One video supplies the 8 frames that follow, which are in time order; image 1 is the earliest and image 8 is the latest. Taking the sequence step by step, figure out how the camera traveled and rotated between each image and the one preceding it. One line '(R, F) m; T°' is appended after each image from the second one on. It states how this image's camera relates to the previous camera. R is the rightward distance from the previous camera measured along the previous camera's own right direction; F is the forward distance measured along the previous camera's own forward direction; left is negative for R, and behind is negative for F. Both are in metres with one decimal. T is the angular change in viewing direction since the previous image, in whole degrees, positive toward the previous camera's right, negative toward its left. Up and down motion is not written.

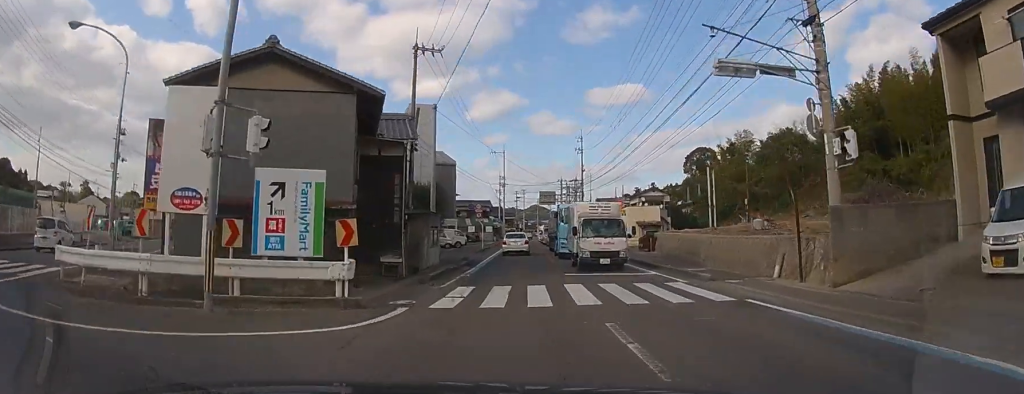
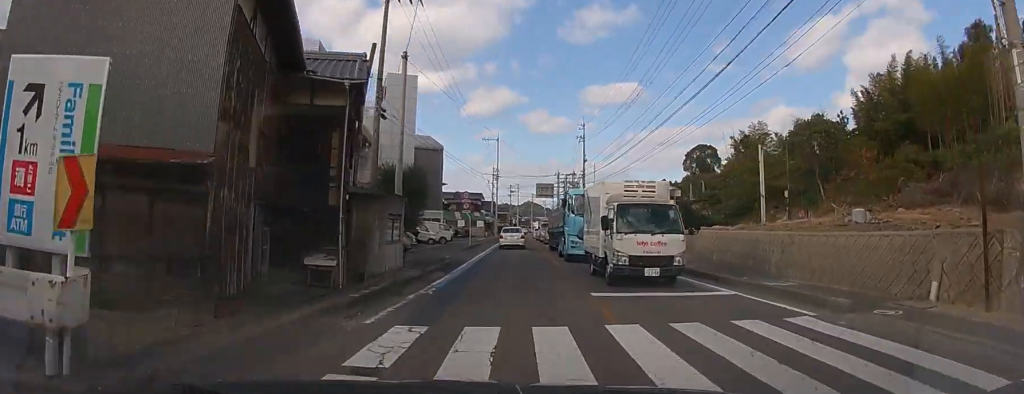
(+0.2, +6.2) m; +1°
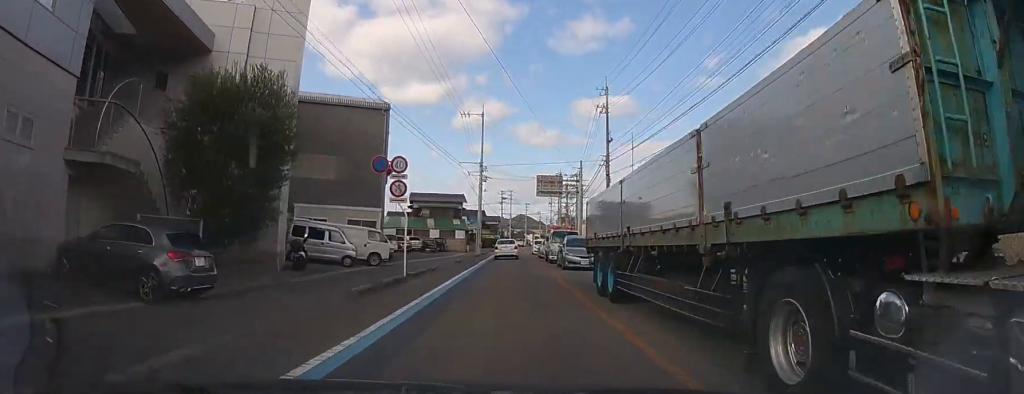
(+0.4, +19.9) m; +2°
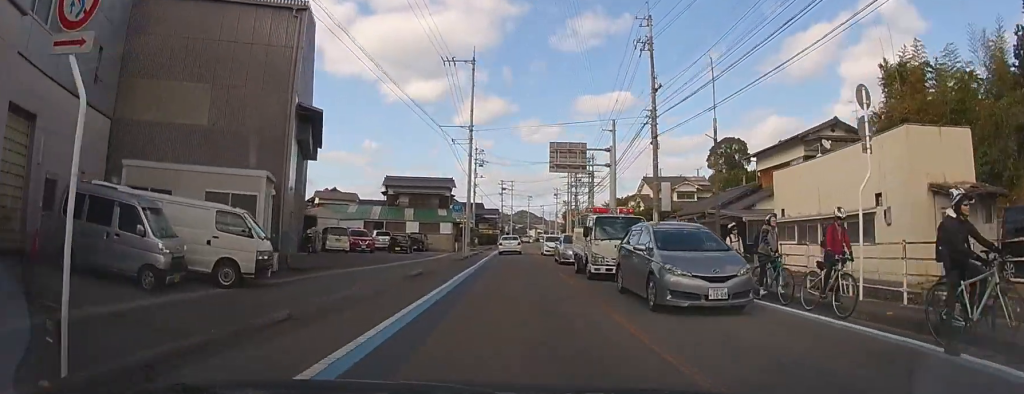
(0.0, +13.6) m; 0°
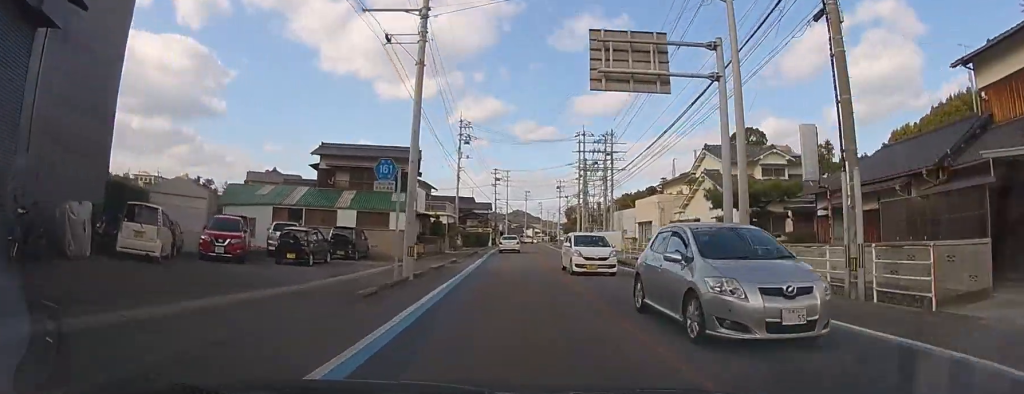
(0.0, +17.4) m; 0°
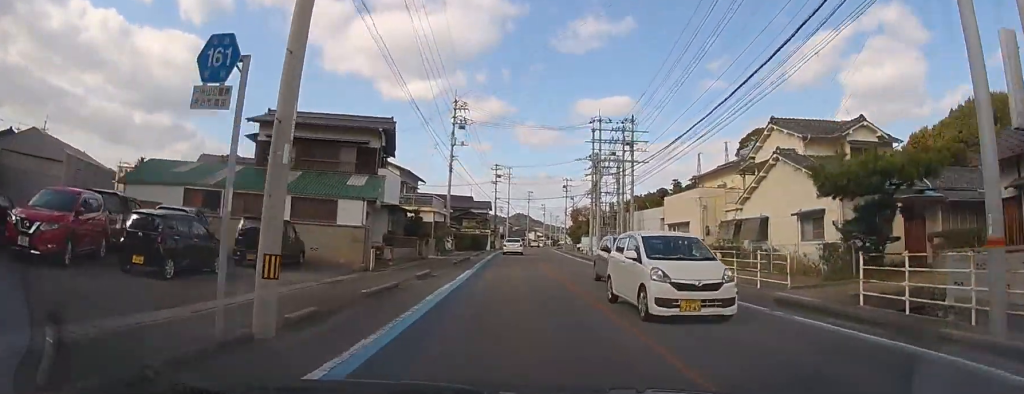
(0.0, +9.3) m; 0°
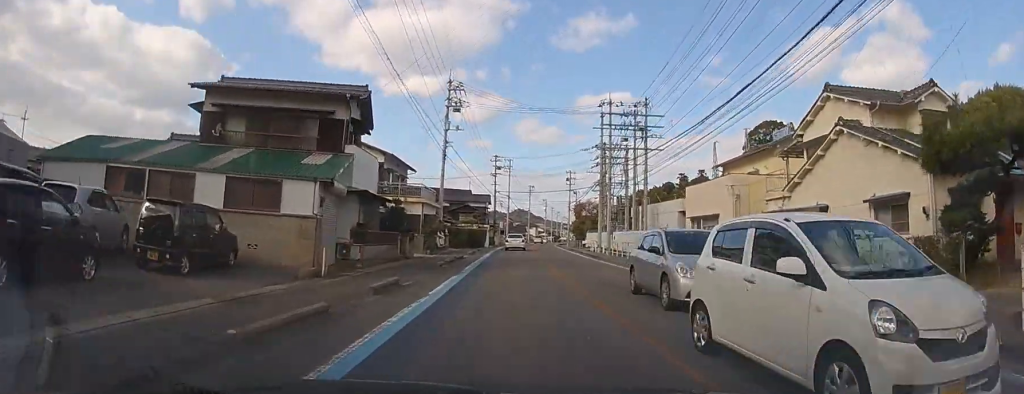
(0.0, +4.9) m; 0°
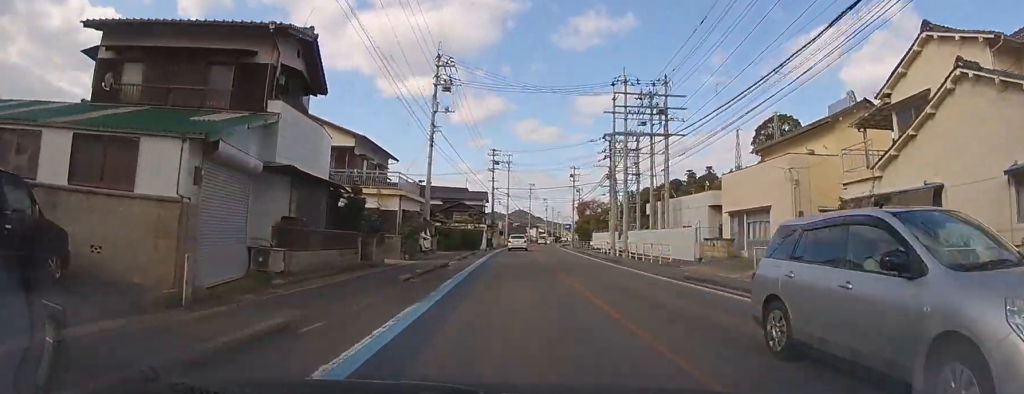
(0.0, +6.1) m; 0°
